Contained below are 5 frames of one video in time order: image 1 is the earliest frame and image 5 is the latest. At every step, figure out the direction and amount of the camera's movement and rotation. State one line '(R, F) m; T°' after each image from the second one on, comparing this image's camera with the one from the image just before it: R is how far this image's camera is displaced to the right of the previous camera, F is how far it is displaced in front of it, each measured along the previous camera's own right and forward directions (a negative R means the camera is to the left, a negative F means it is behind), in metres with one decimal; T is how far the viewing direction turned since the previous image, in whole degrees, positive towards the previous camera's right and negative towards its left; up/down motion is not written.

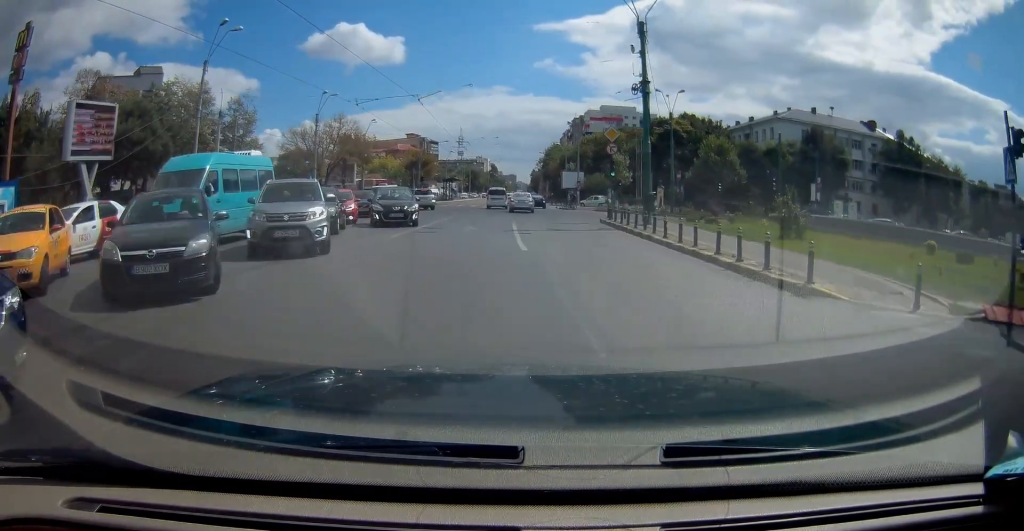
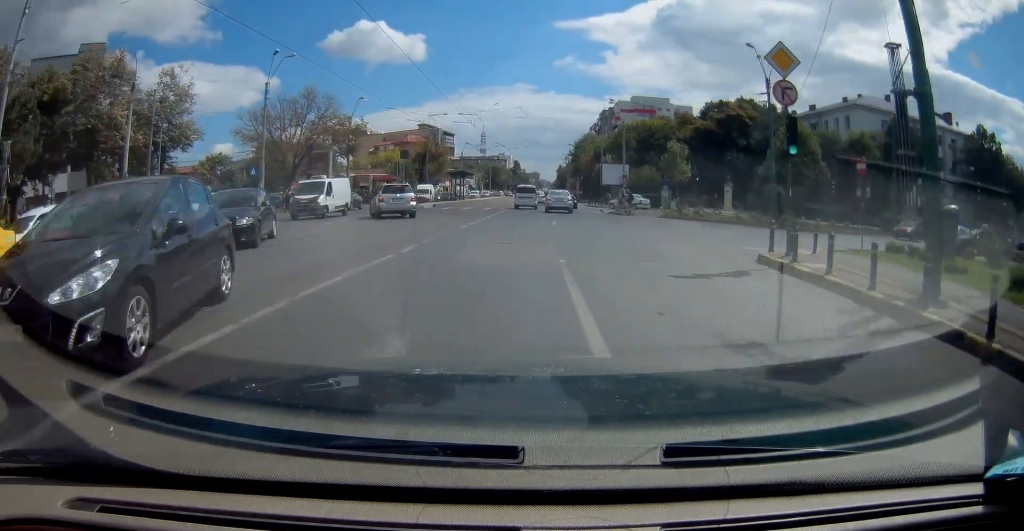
(-0.8, +17.1) m; -4°
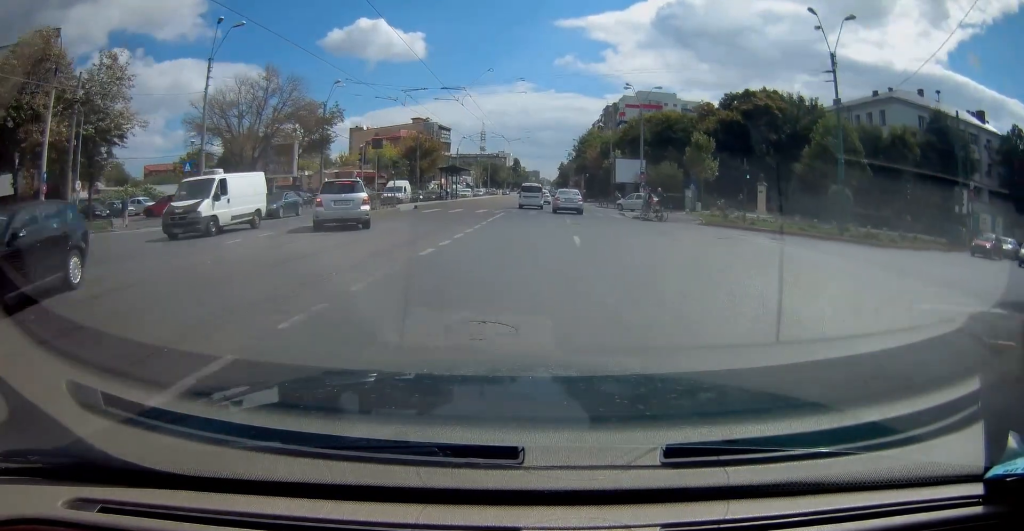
(0.0, +8.4) m; +1°
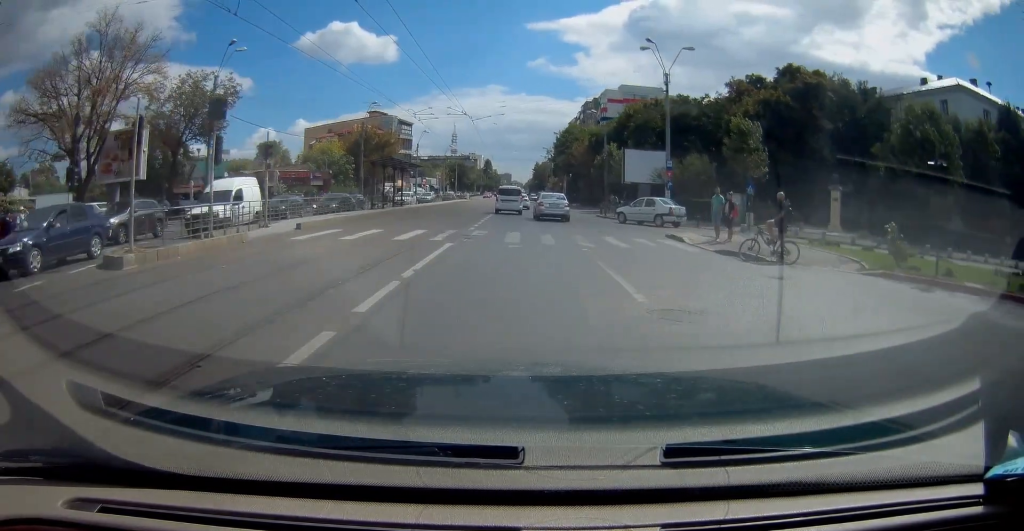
(+0.2, +17.3) m; 0°
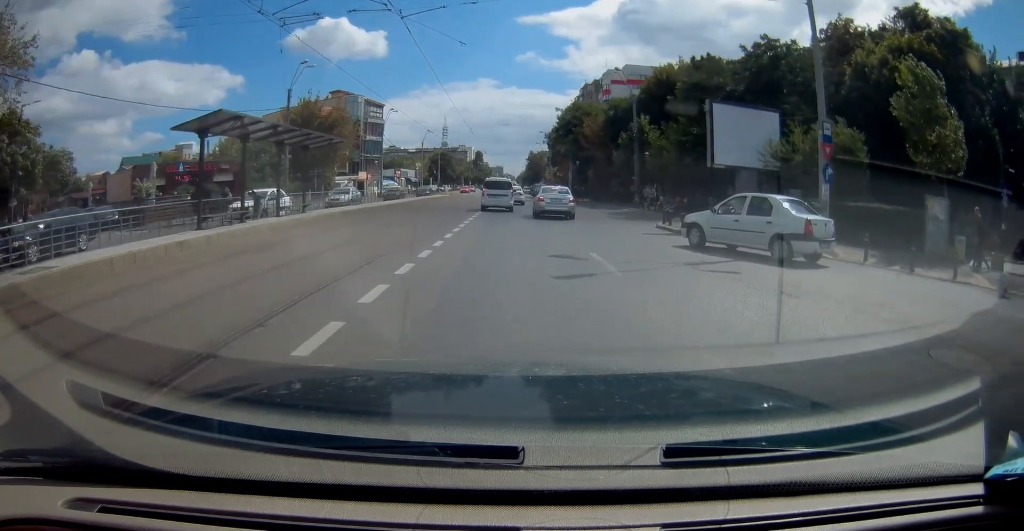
(+0.3, +19.6) m; +4°
